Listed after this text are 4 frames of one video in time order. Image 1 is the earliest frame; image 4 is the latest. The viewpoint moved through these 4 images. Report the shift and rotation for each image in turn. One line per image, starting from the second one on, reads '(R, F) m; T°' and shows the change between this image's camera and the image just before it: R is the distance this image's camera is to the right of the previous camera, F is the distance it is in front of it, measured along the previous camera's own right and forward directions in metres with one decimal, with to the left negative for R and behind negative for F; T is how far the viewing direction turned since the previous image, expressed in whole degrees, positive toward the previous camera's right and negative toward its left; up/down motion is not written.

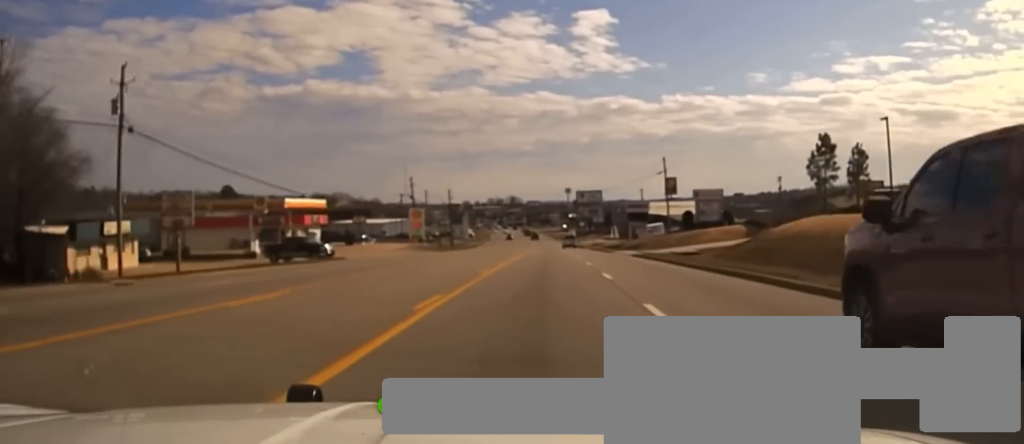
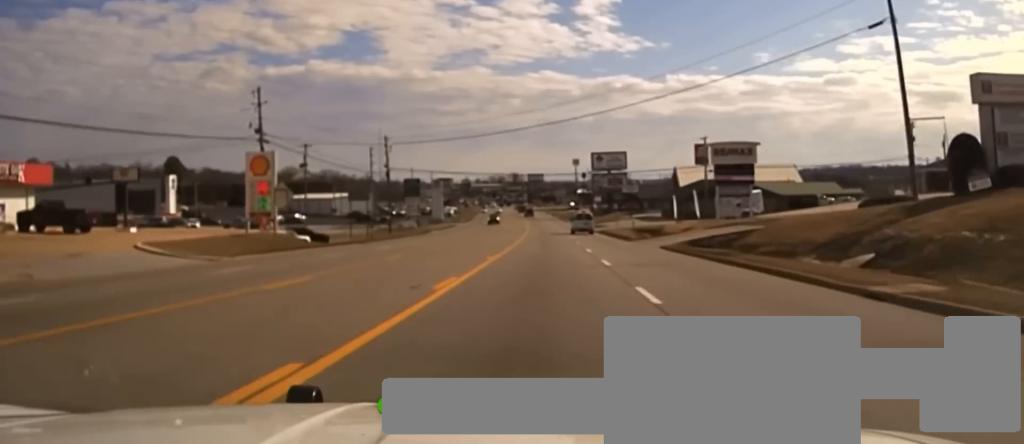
(-0.5, +65.4) m; 0°
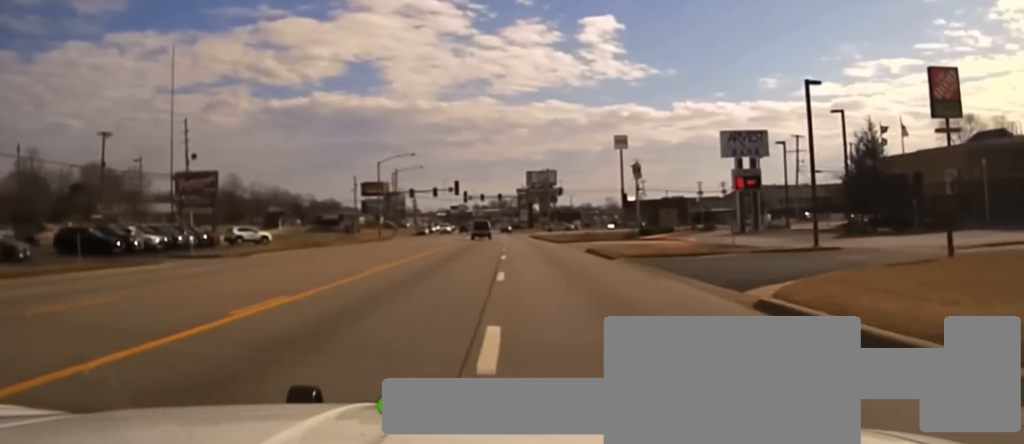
(+3.4, +154.9) m; 0°
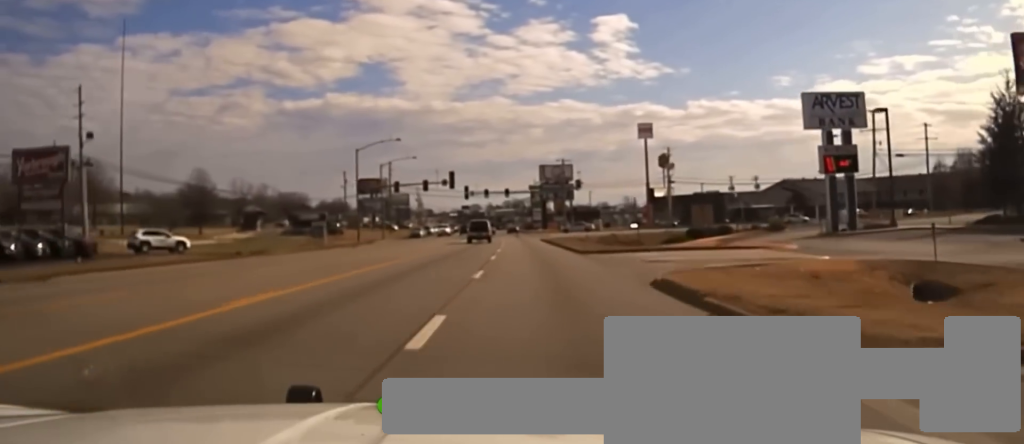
(-0.2, +19.3) m; -1°
